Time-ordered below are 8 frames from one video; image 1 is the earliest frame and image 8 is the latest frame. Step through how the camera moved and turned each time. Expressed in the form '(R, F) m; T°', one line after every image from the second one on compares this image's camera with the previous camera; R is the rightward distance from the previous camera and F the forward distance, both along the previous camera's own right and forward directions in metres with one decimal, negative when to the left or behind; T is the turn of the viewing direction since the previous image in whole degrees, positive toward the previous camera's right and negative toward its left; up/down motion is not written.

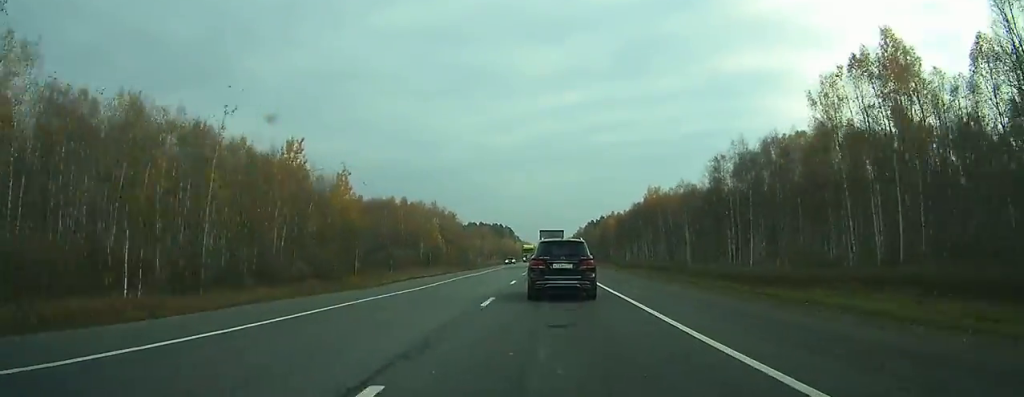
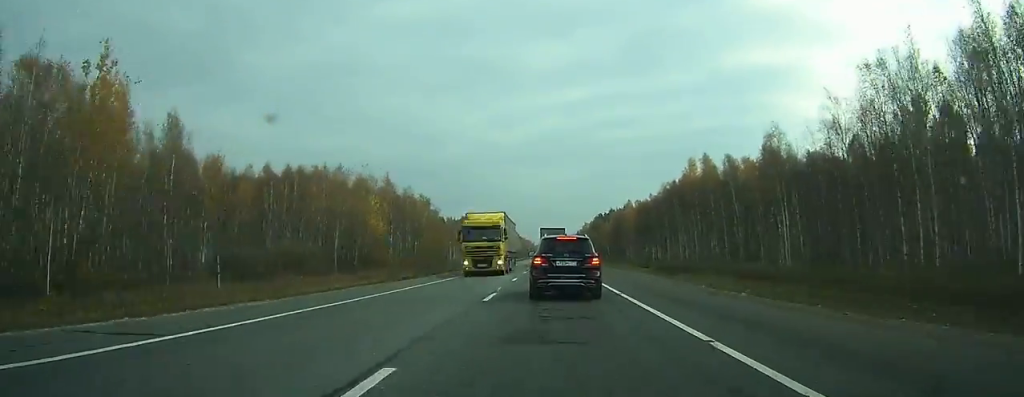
(+0.1, +50.5) m; 0°
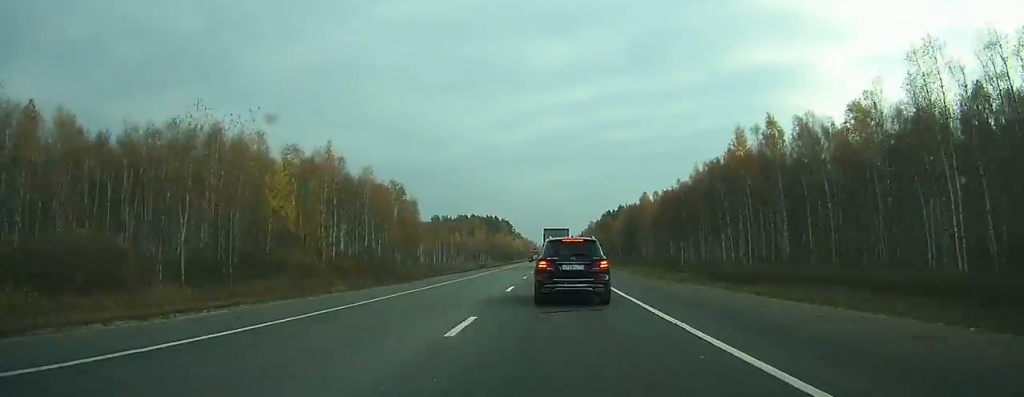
(0.0, +29.6) m; 0°
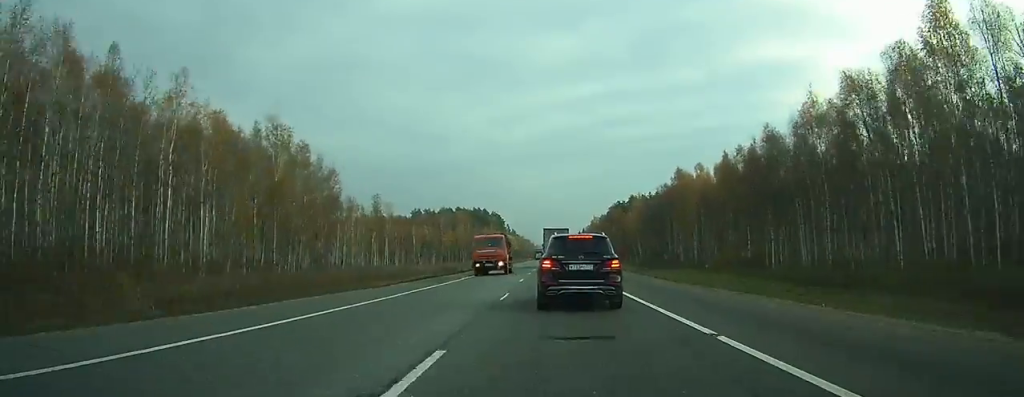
(-0.2, +49.2) m; 0°
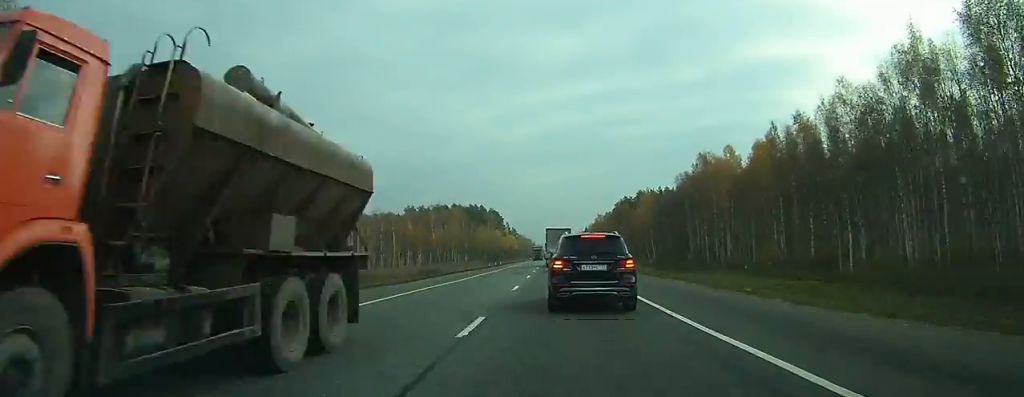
(+0.1, +18.9) m; 0°
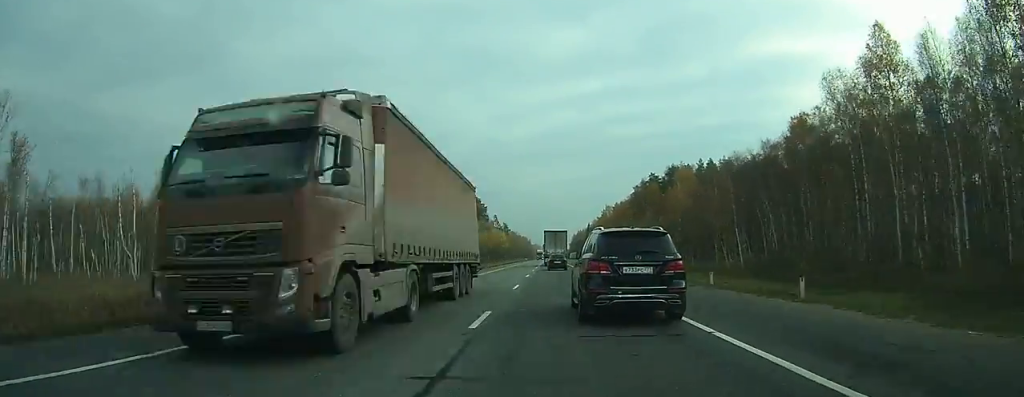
(0.0, +67.8) m; 0°
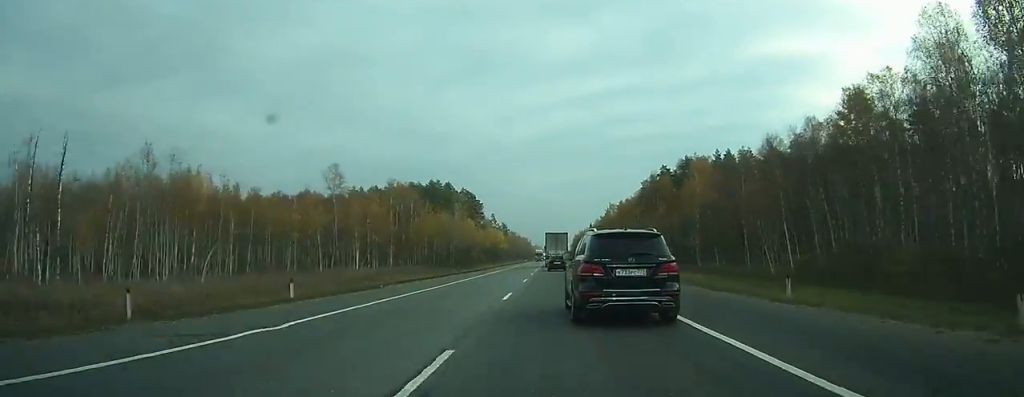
(0.0, +16.7) m; 0°
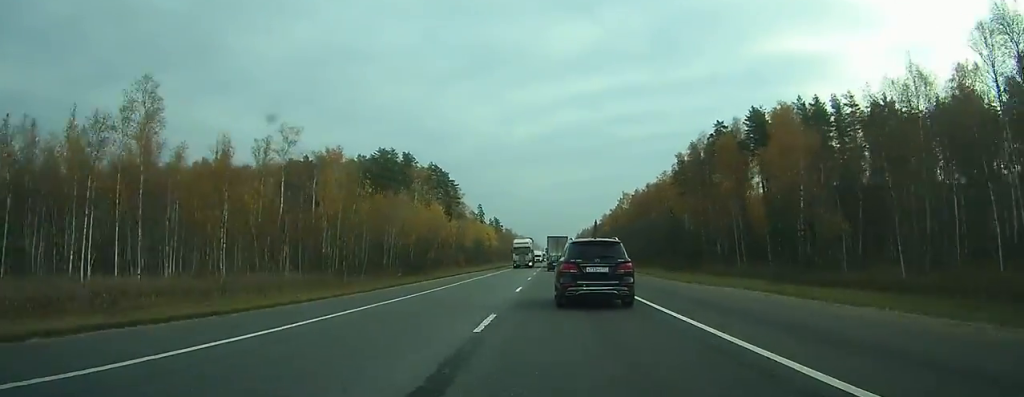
(0.0, +52.2) m; 0°
